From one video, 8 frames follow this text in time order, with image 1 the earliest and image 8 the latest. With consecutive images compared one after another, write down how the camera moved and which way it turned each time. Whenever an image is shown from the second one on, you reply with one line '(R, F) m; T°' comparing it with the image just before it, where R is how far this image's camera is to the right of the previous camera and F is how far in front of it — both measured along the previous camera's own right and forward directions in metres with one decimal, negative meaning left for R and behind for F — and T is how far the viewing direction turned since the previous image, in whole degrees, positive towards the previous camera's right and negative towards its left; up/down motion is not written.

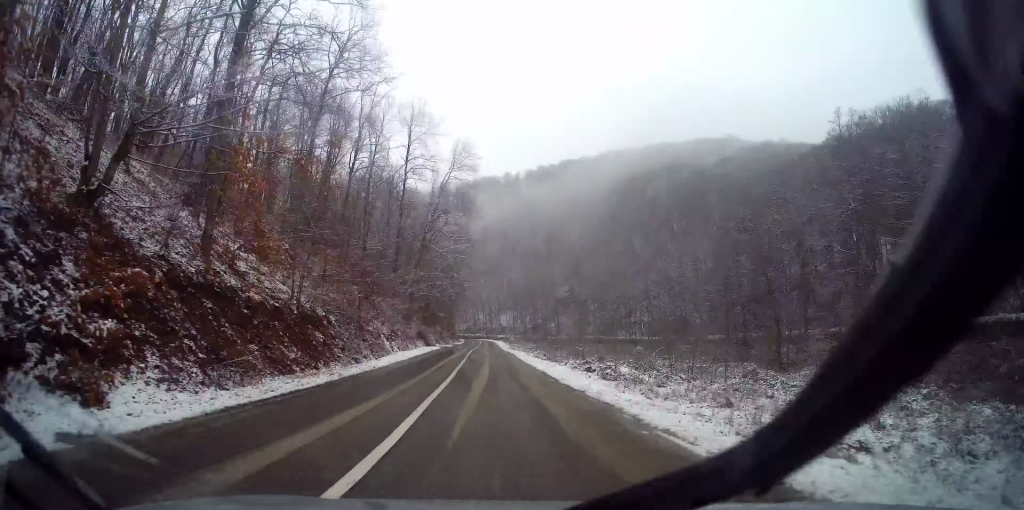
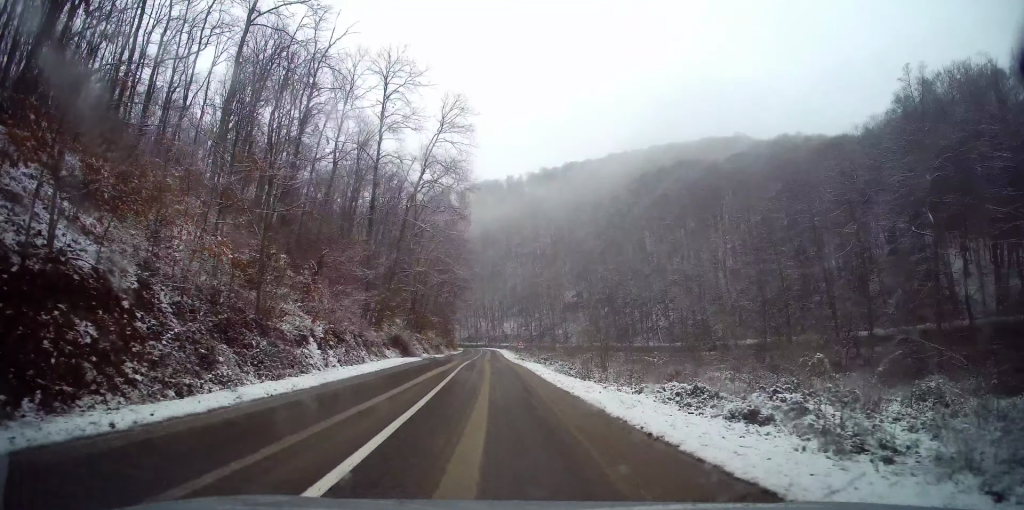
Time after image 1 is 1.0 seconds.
(-0.2, +15.5) m; -1°
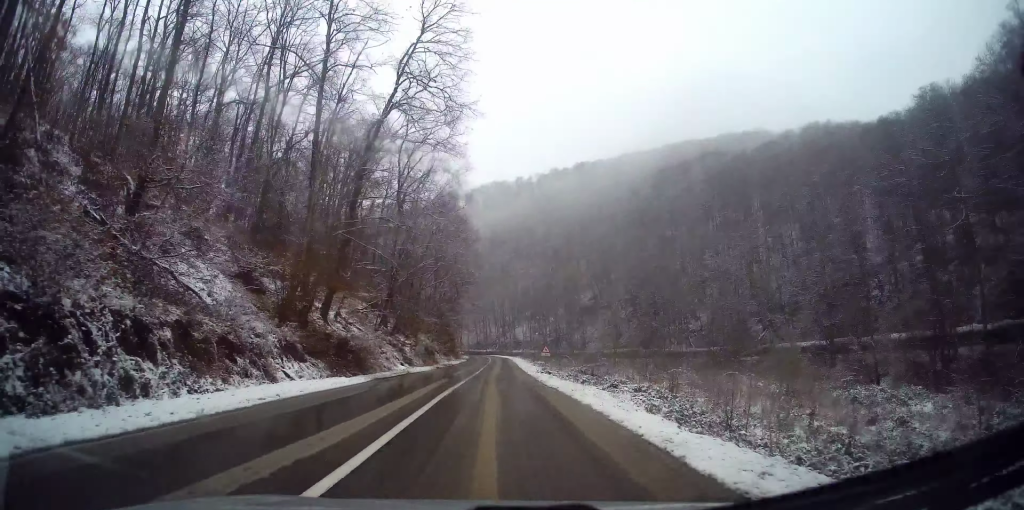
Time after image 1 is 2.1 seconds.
(0.0, +18.3) m; -1°
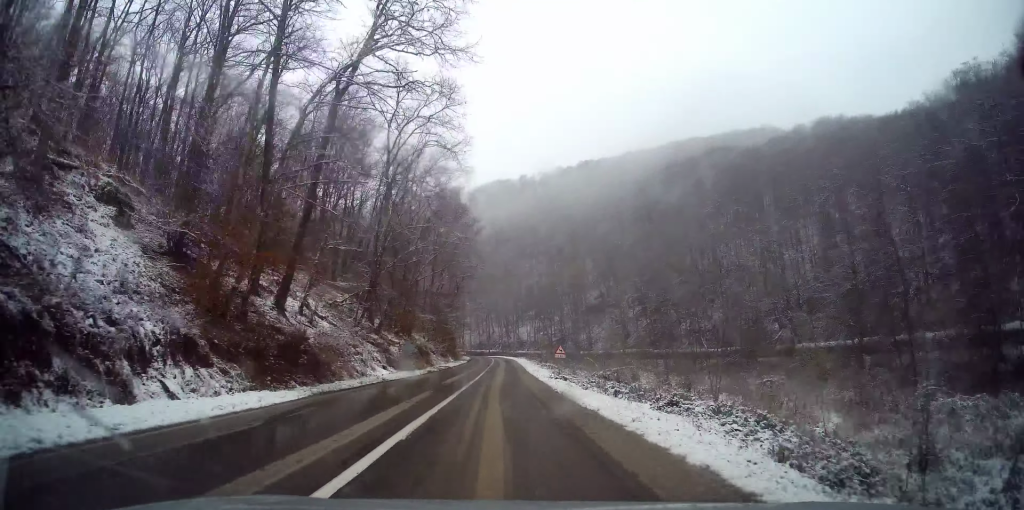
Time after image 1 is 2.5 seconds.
(0.0, +7.0) m; -1°
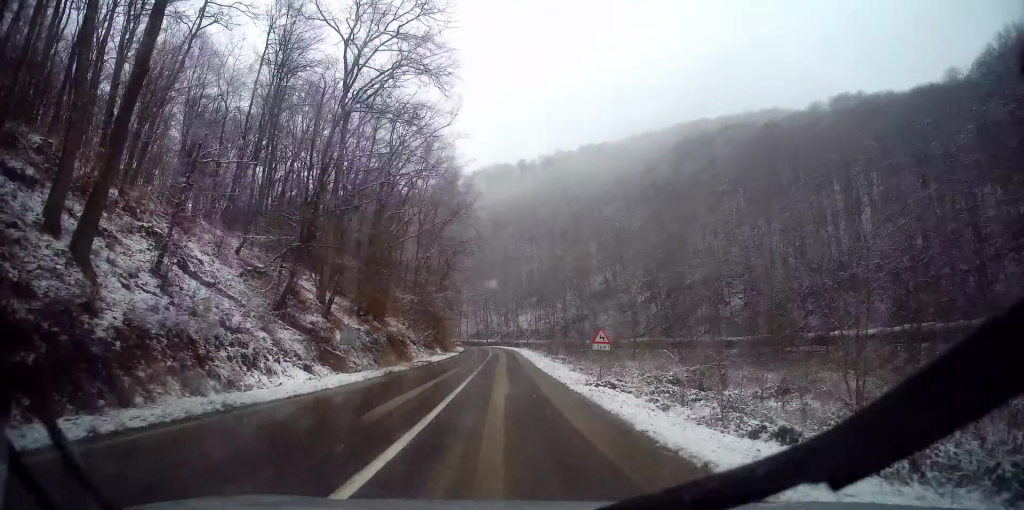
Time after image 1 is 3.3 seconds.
(-0.2, +12.9) m; -1°
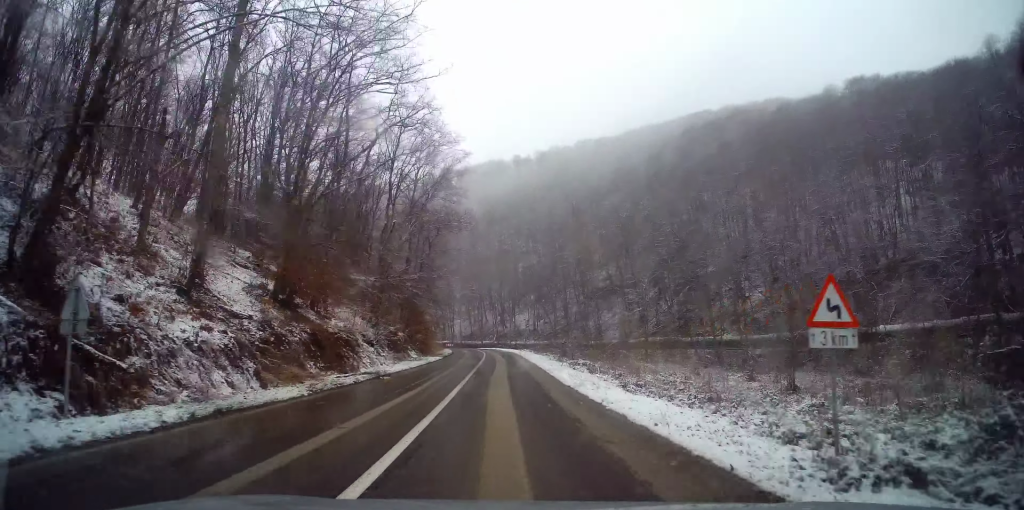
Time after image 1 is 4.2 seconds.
(-0.1, +14.0) m; 0°
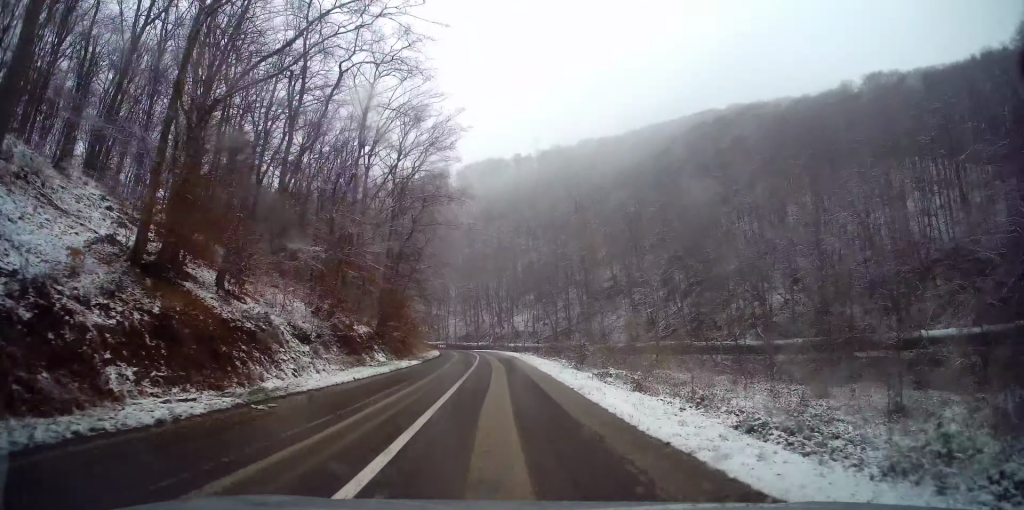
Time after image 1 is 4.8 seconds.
(0.0, +10.2) m; +1°
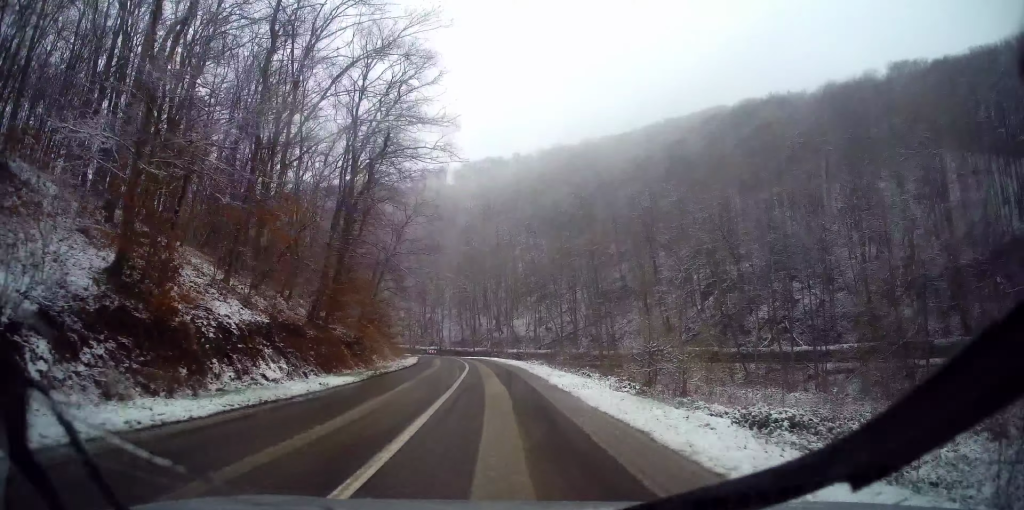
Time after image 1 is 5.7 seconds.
(+0.2, +14.5) m; +1°
